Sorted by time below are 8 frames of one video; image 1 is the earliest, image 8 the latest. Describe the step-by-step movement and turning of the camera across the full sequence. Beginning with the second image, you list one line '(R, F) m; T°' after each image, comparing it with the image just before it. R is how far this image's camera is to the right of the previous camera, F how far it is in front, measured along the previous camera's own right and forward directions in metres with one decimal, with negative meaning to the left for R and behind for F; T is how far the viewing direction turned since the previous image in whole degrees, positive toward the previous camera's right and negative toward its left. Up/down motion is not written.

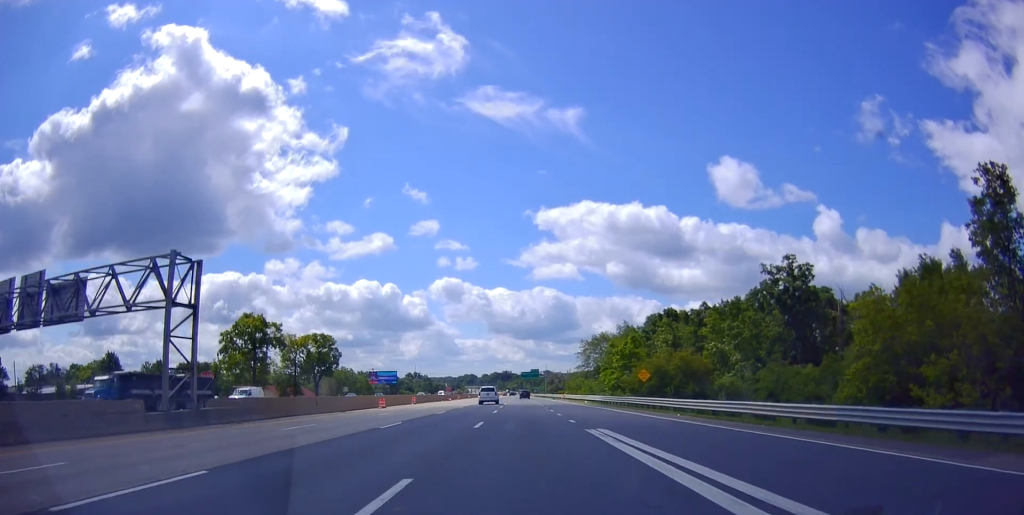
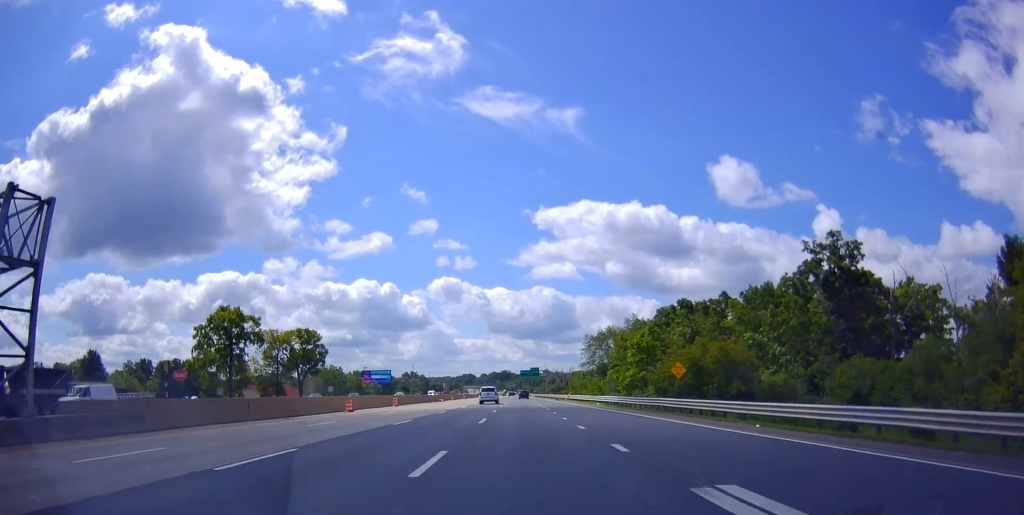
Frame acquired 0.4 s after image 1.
(+0.3, +12.3) m; 0°
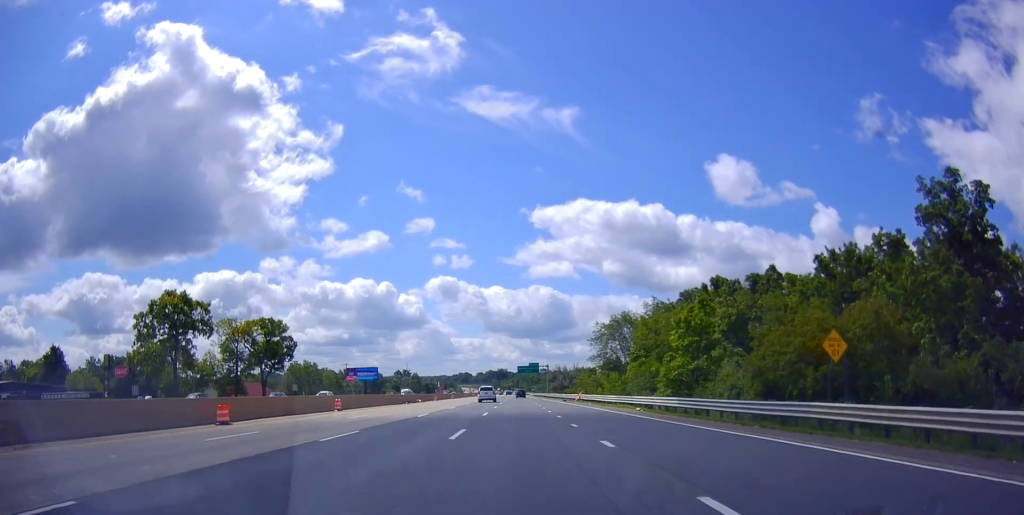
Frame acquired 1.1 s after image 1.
(-0.5, +22.8) m; -1°
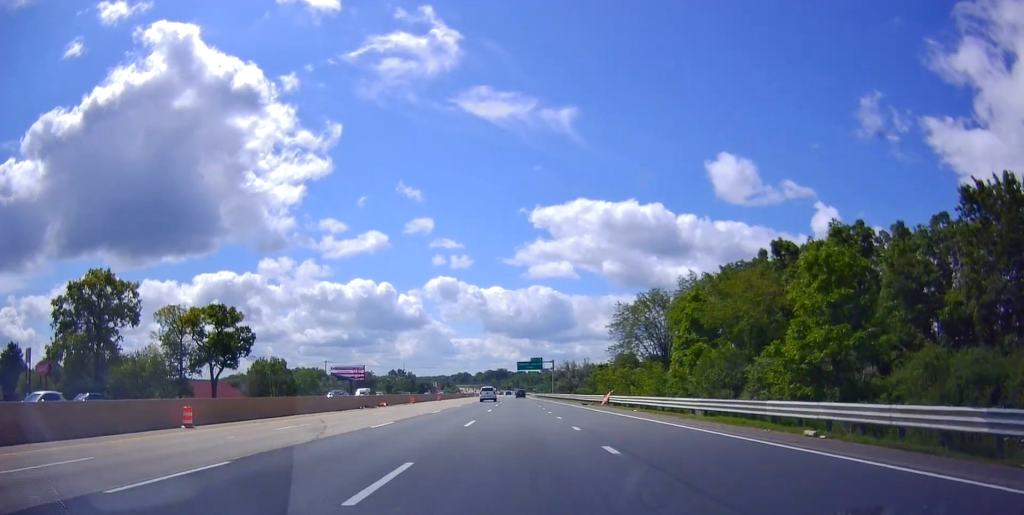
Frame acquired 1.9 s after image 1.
(-0.1, +25.1) m; 0°
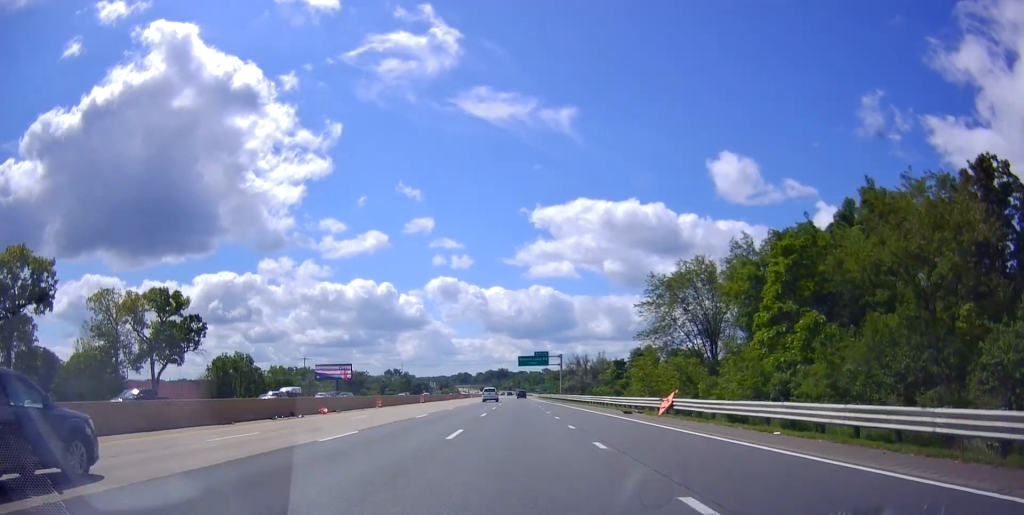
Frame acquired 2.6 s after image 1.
(+0.2, +22.1) m; 0°
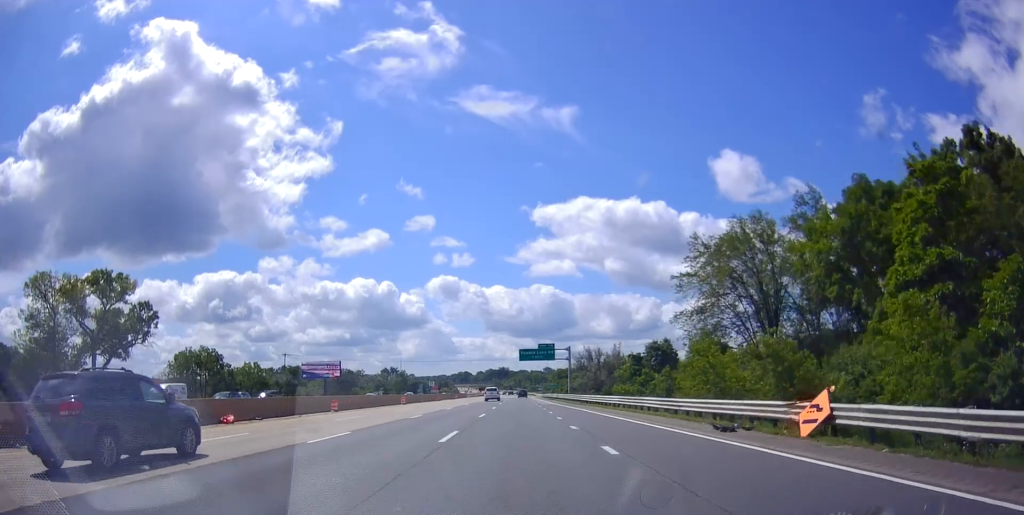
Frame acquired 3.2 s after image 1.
(-0.2, +17.0) m; 0°
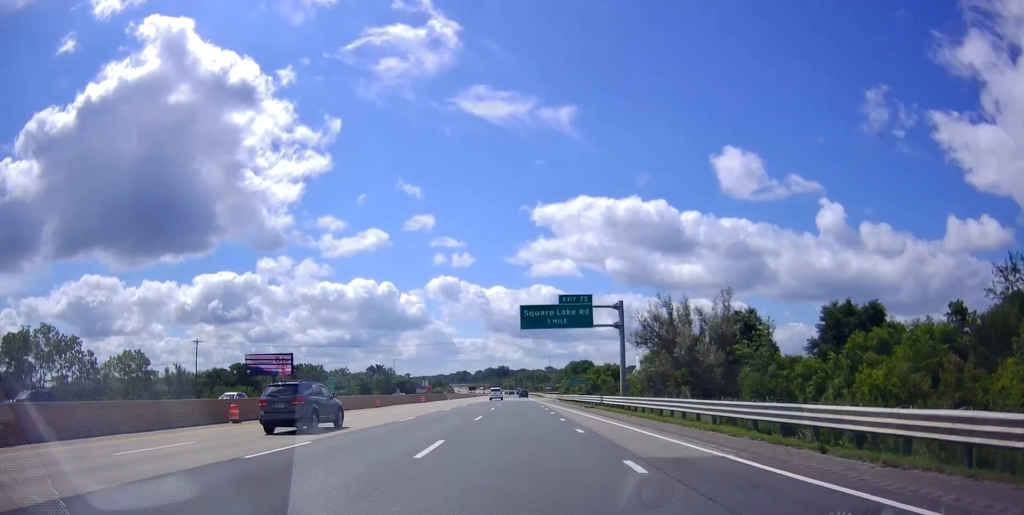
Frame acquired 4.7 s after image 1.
(+0.2, +49.6) m; +1°
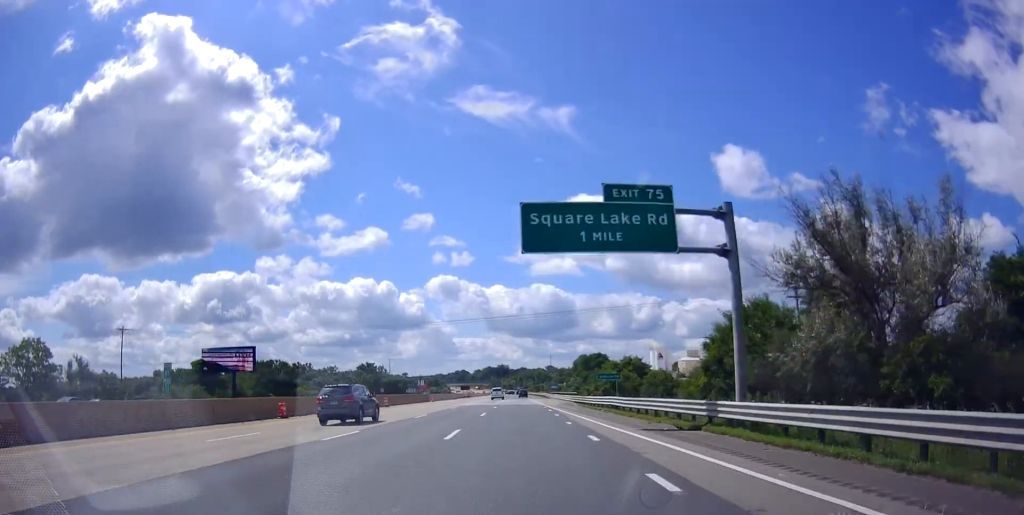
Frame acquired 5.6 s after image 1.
(+0.5, +26.5) m; +1°
